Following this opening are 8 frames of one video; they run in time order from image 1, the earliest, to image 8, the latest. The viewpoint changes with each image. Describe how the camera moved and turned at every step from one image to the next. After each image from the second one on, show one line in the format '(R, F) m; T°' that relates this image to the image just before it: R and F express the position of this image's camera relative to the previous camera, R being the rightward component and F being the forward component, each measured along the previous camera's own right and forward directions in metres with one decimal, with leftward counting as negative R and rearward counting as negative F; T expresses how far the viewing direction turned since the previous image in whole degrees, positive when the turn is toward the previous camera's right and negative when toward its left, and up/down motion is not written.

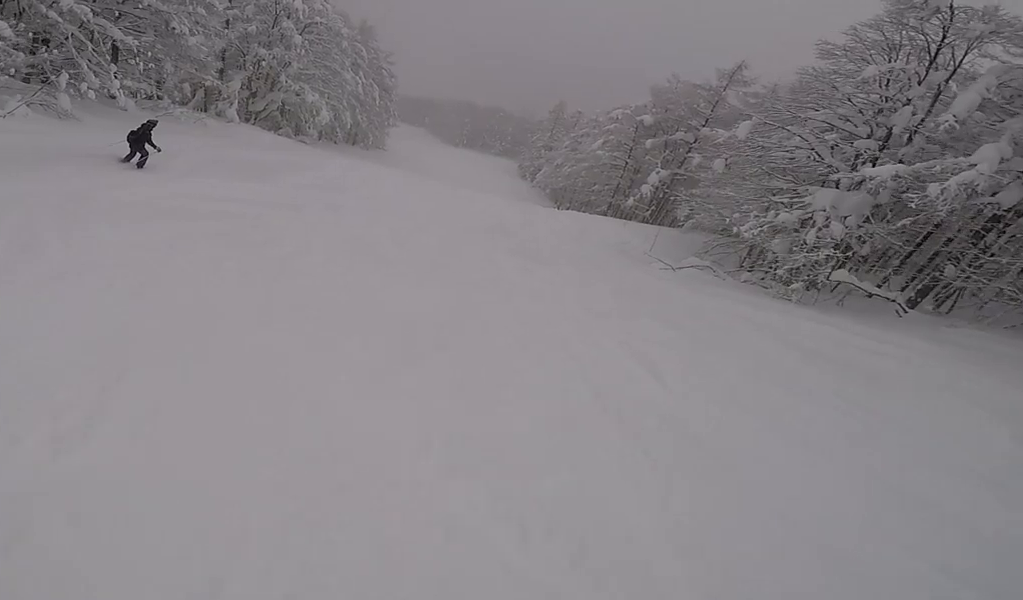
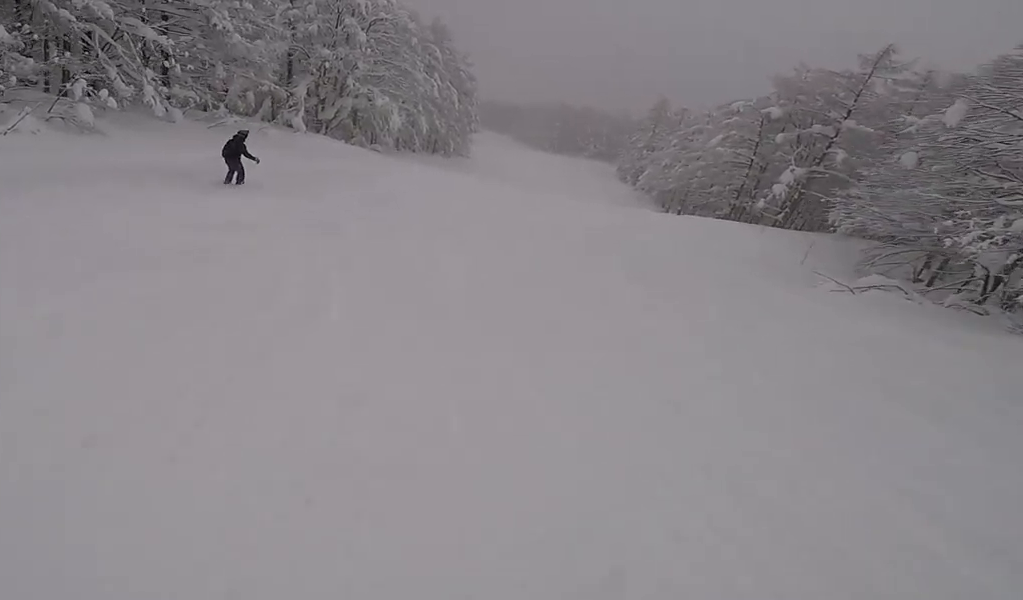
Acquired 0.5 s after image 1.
(-0.9, +3.1) m; -11°
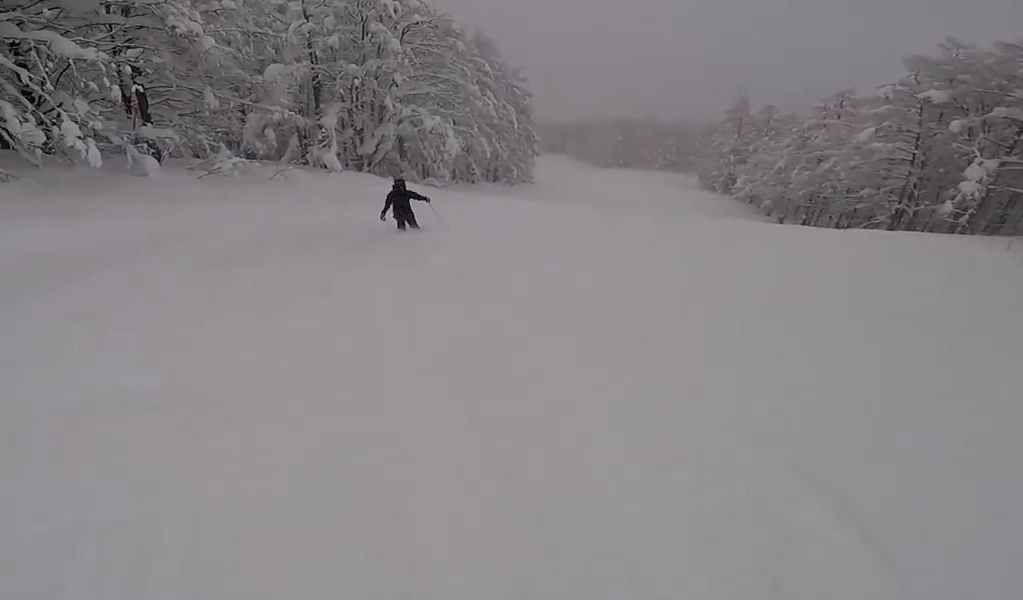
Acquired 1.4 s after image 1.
(-0.7, +6.7) m; -11°
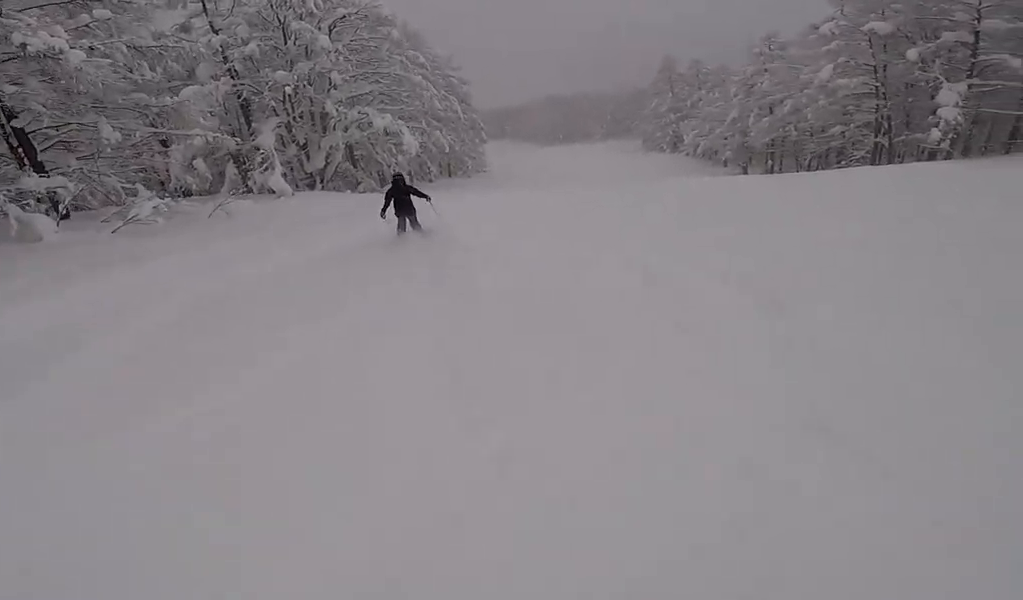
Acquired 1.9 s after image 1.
(0.0, +3.2) m; 0°
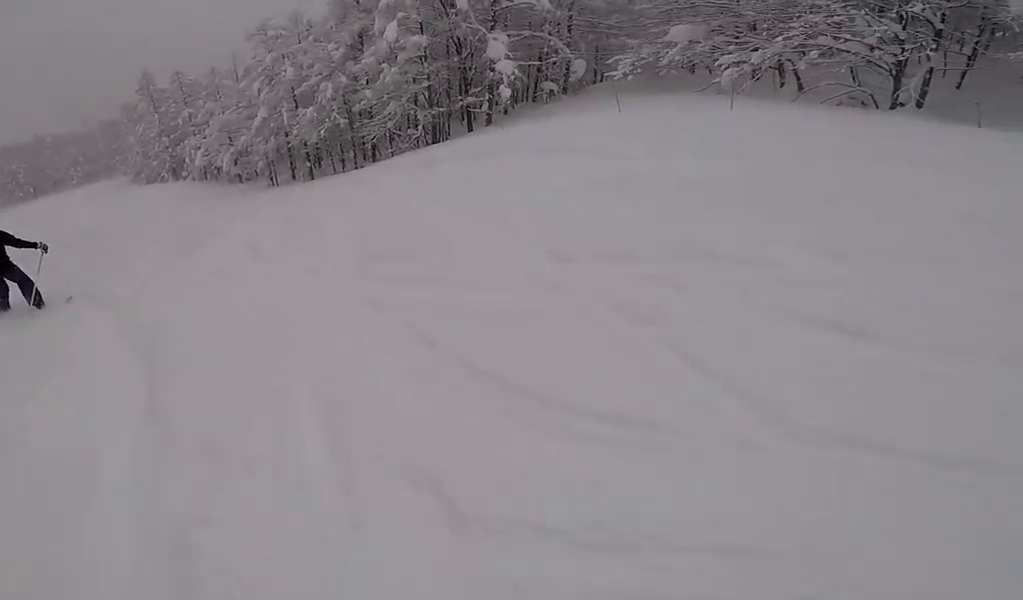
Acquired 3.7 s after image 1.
(+2.6, +11.7) m; +40°
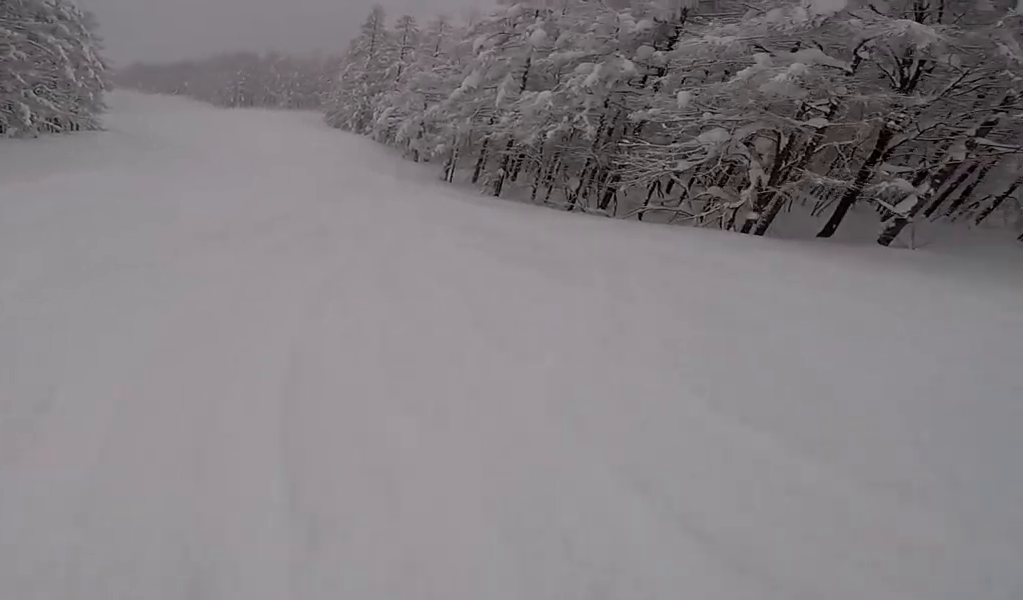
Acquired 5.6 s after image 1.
(+0.4, +13.4) m; -11°
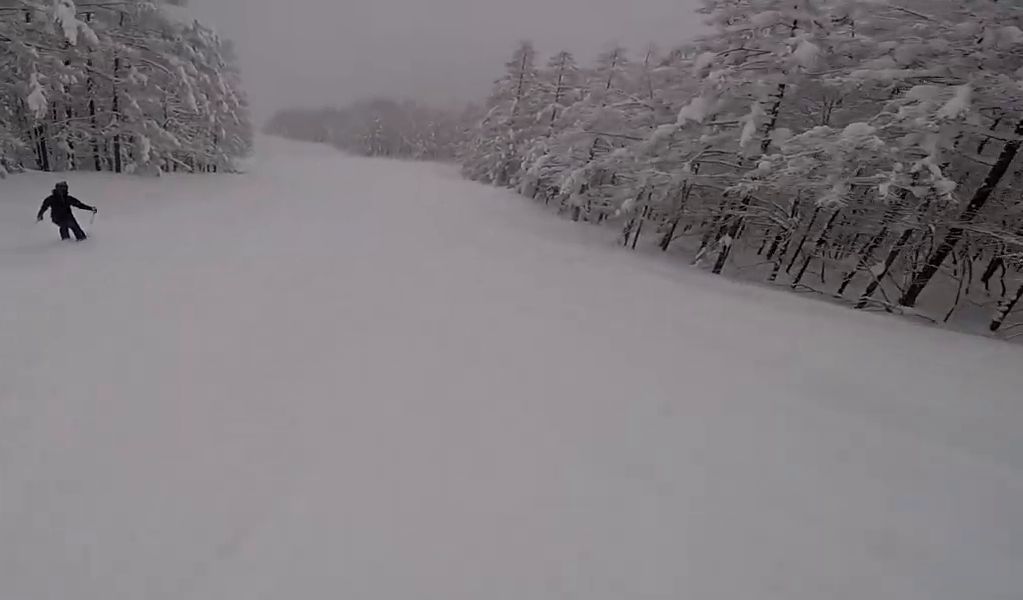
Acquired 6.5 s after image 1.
(-0.7, +6.6) m; -7°
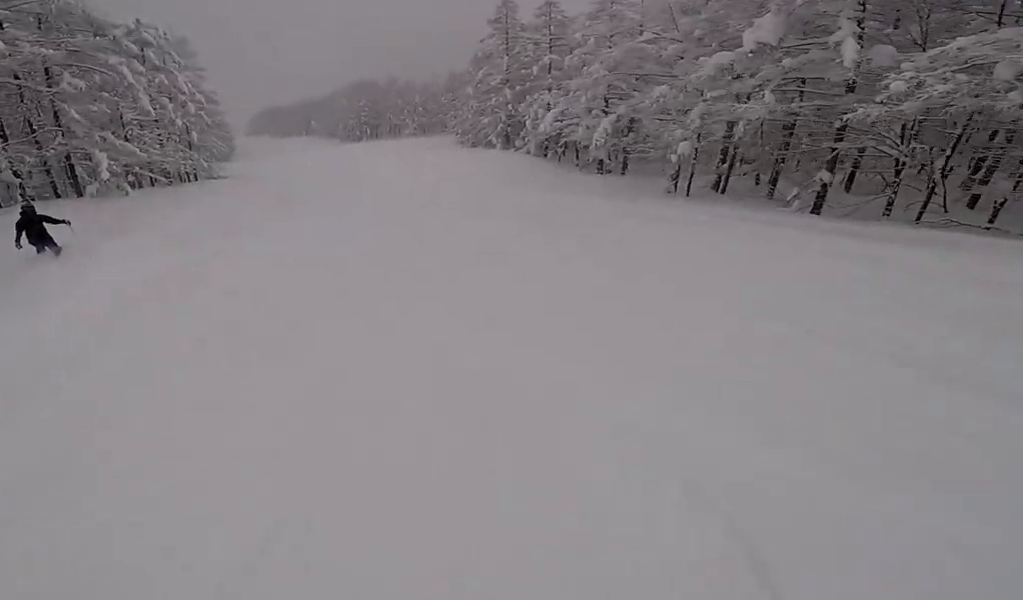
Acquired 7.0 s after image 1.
(-0.1, +4.0) m; +1°
